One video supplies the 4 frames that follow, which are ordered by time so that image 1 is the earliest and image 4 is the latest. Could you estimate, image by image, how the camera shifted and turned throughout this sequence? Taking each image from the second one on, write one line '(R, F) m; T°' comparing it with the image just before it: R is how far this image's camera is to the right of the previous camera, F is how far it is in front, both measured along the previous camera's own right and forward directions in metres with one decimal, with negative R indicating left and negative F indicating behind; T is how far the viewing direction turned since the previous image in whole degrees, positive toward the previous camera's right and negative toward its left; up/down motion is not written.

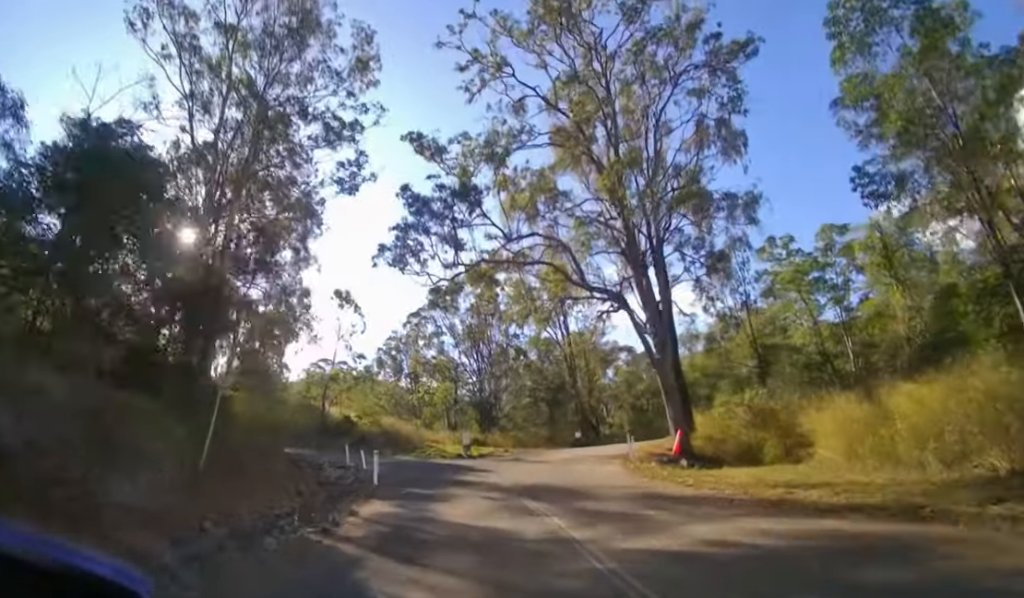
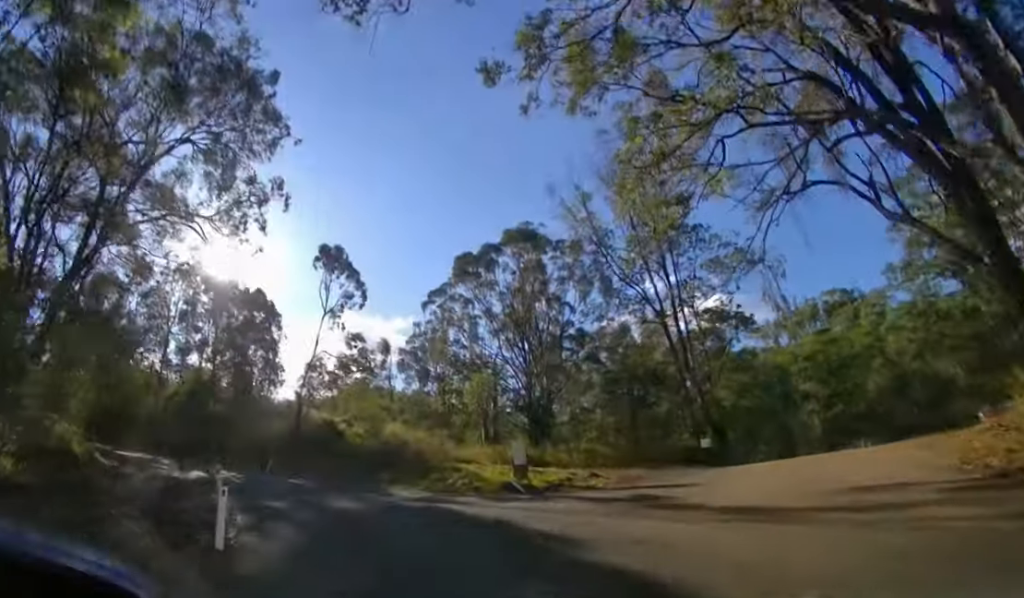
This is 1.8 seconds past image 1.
(-0.1, +17.4) m; -4°
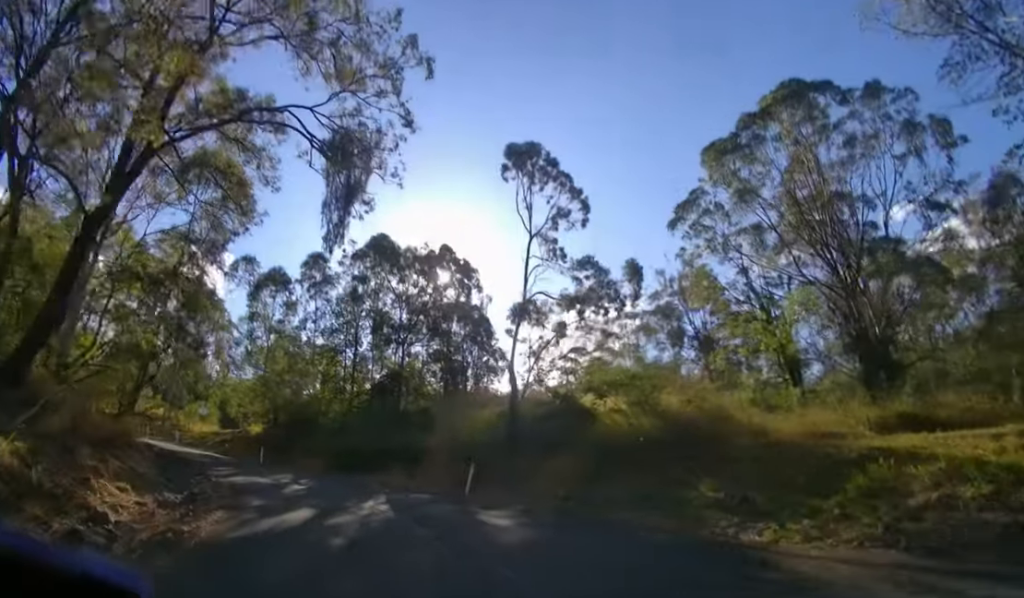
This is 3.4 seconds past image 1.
(-2.0, +12.3) m; -26°
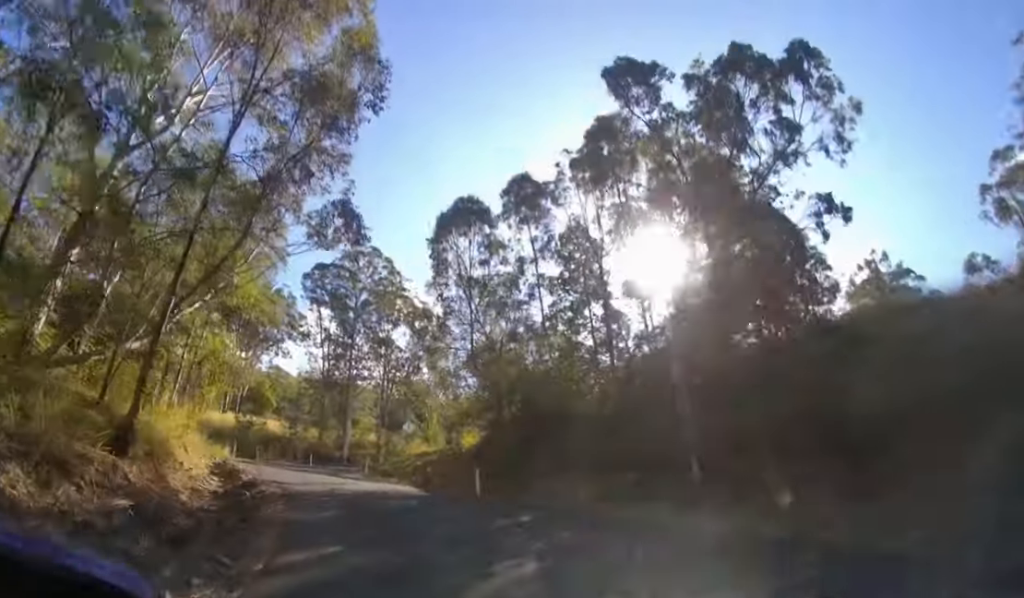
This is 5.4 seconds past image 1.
(-4.7, +13.5) m; -33°
